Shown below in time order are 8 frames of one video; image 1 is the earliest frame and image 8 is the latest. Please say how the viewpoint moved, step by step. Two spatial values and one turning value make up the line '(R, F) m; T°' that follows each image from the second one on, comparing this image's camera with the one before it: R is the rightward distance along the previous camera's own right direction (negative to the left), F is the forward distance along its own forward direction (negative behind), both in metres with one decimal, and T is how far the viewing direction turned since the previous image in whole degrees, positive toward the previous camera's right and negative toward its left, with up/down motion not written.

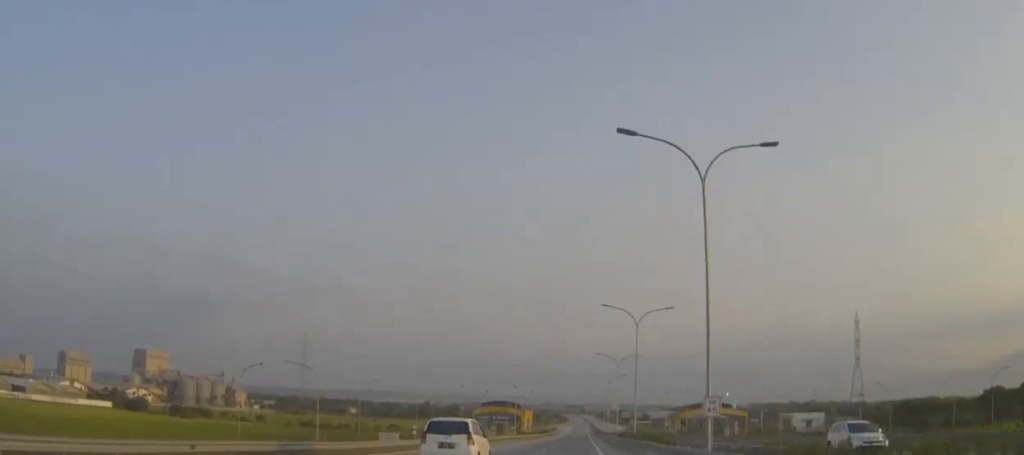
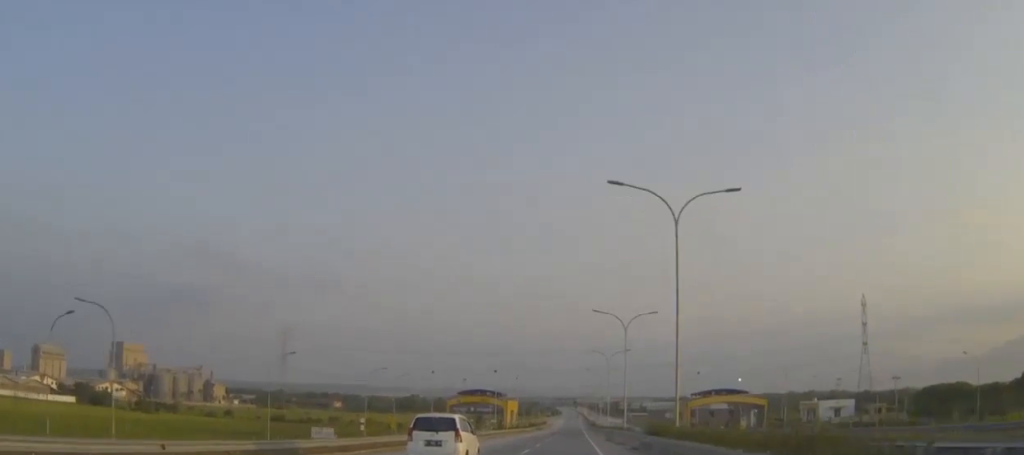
(+0.2, +28.9) m; 0°
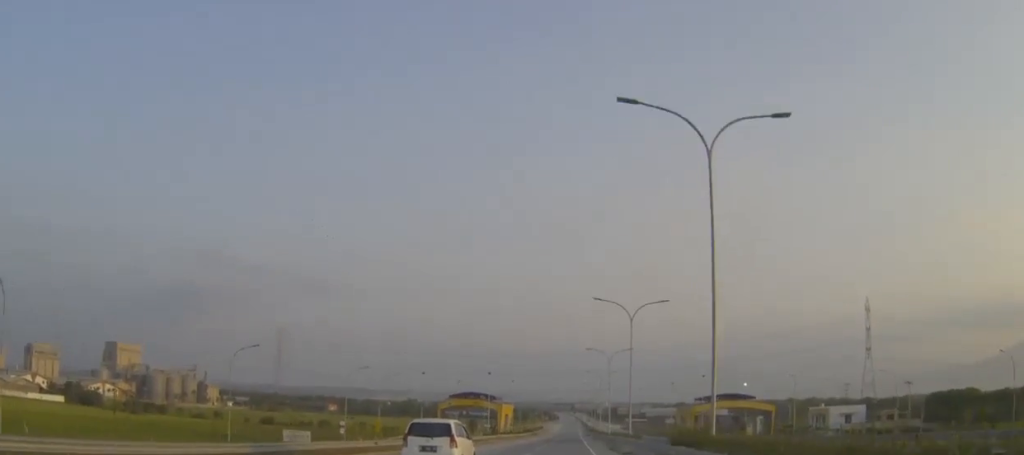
(0.0, +8.7) m; 0°
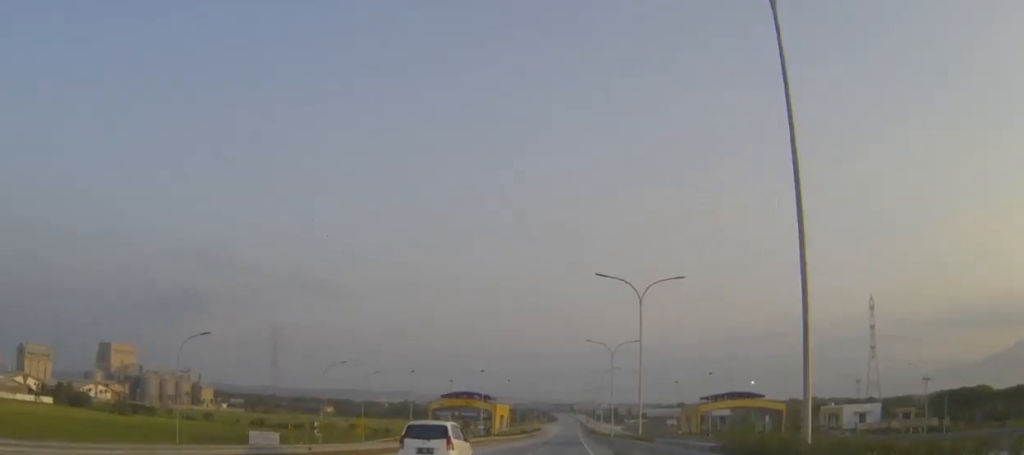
(0.0, +9.4) m; 0°
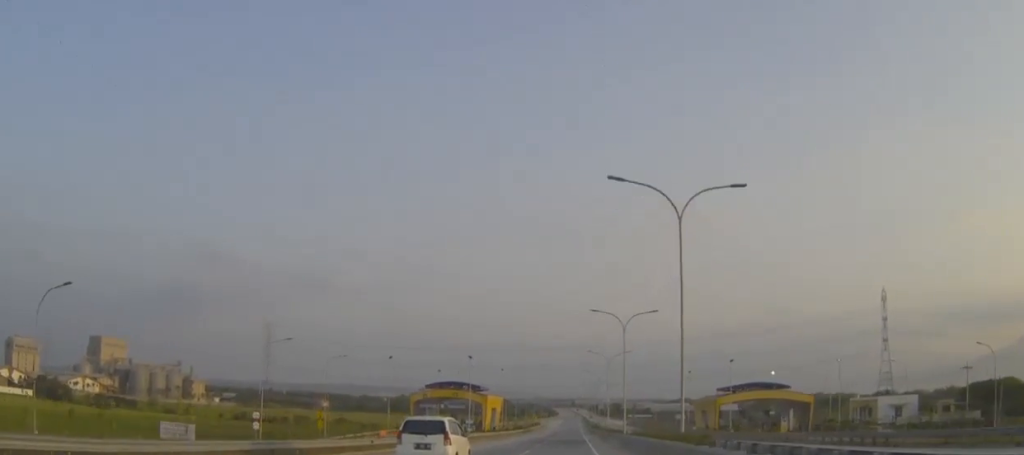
(+0.1, +18.4) m; 0°
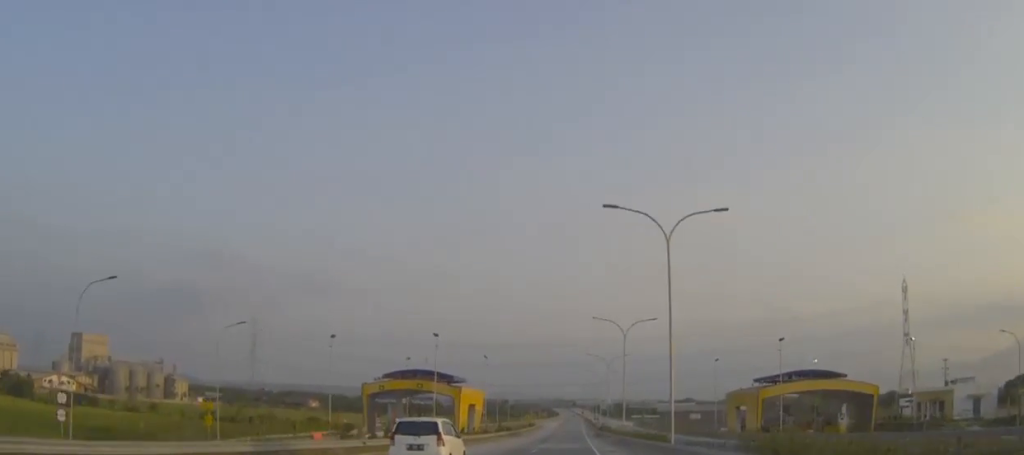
(0.0, +31.0) m; 0°
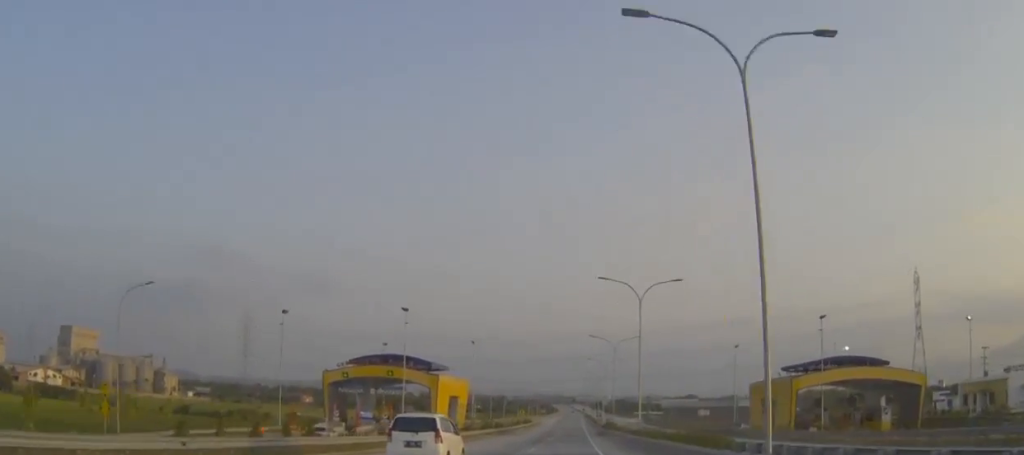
(0.0, +16.7) m; 0°
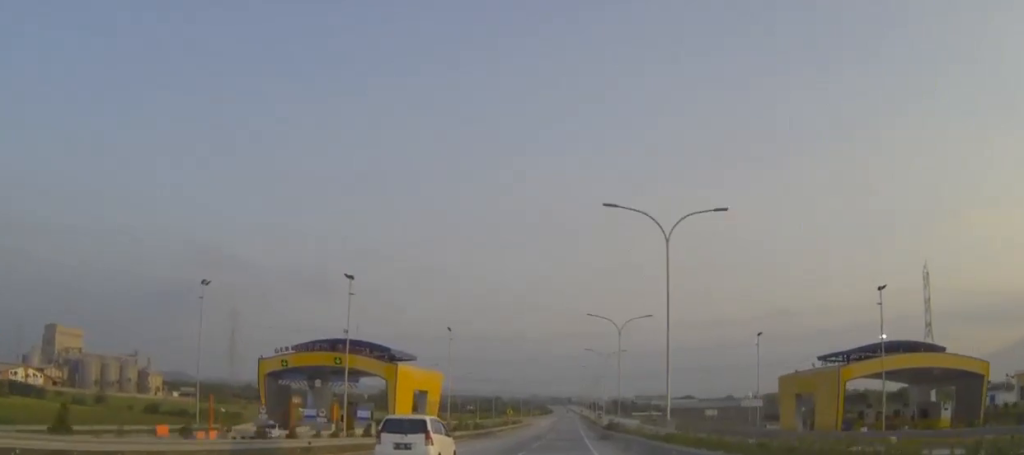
(0.0, +17.9) m; 0°
